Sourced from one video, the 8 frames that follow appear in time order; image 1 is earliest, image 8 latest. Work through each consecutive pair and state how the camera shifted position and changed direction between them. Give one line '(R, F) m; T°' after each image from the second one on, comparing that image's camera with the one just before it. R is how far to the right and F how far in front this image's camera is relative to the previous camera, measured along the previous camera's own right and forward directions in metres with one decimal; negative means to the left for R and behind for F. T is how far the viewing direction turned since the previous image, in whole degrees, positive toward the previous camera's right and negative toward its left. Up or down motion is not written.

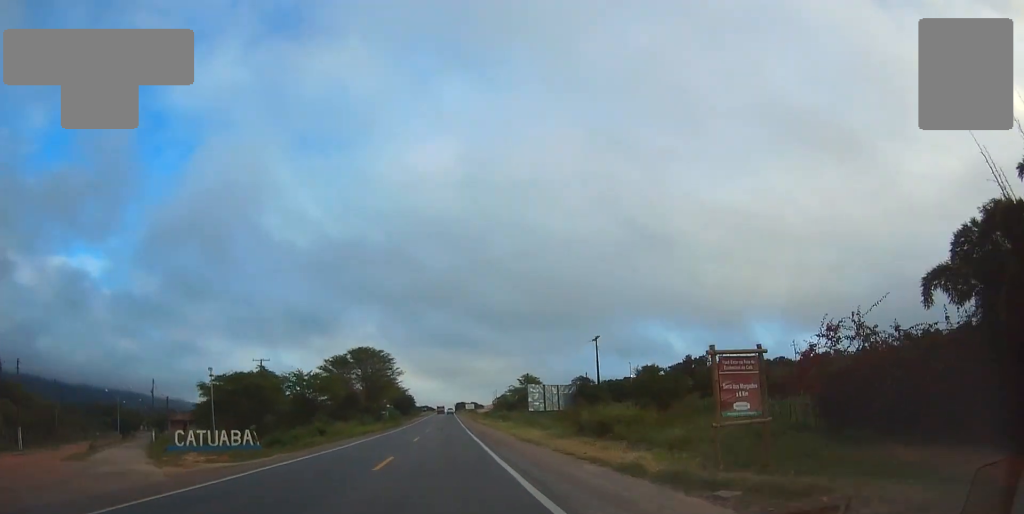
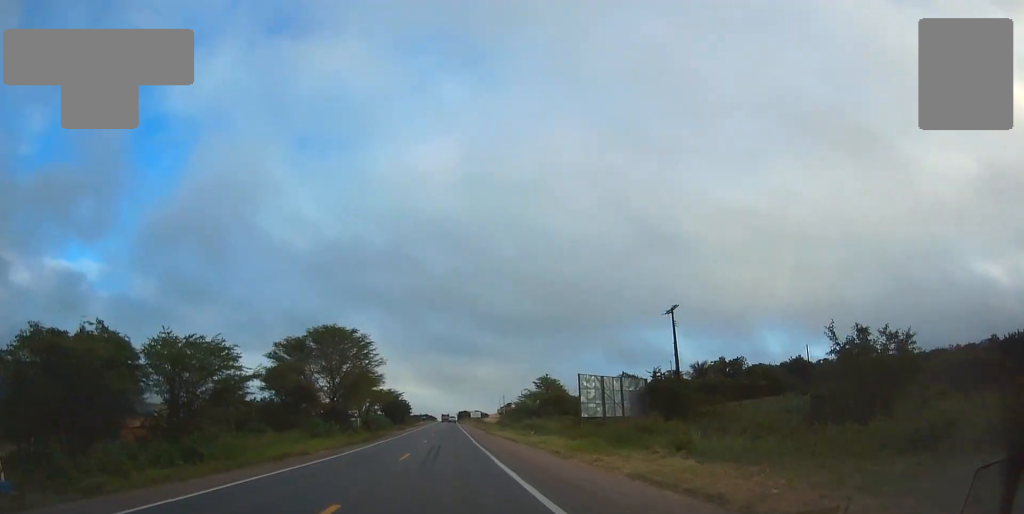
(-0.2, +25.9) m; 0°
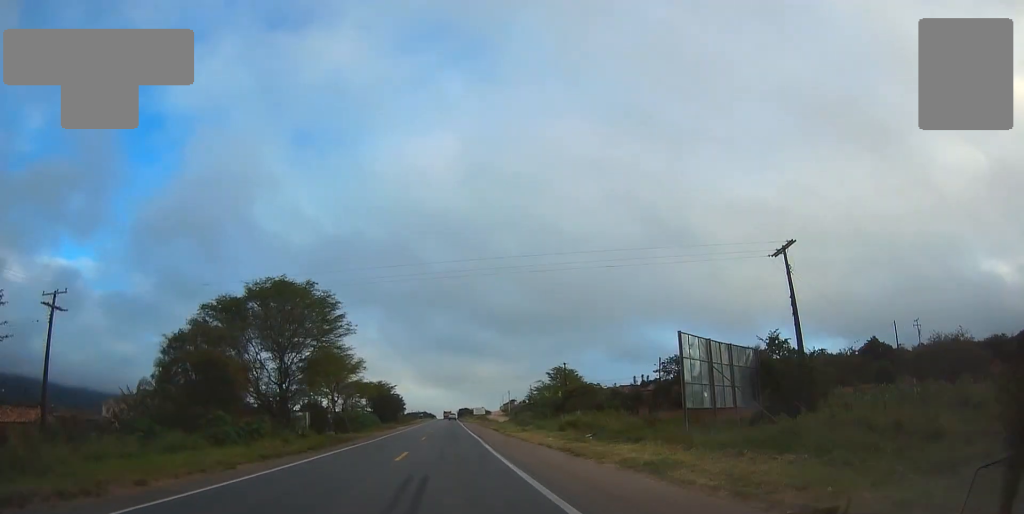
(+0.1, +18.8) m; 0°
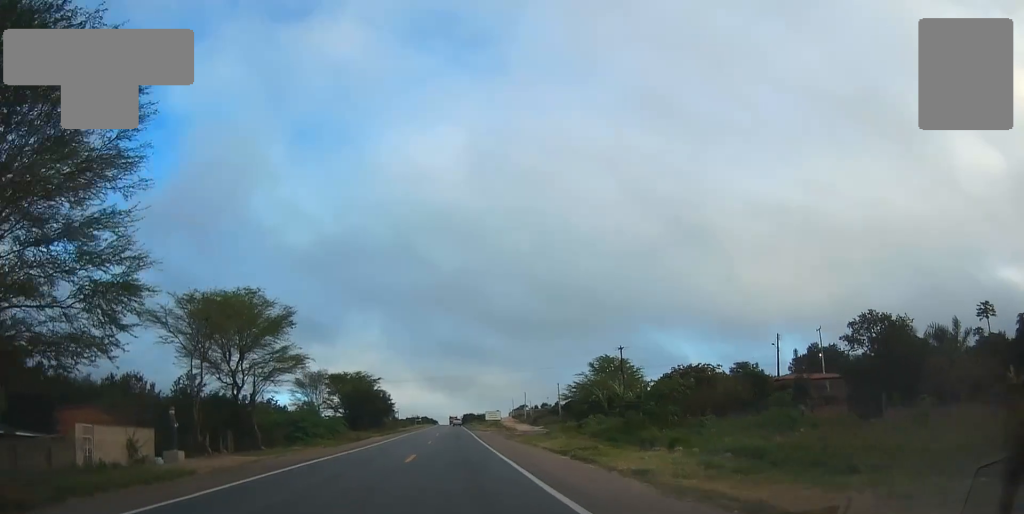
(0.0, +32.2) m; 0°
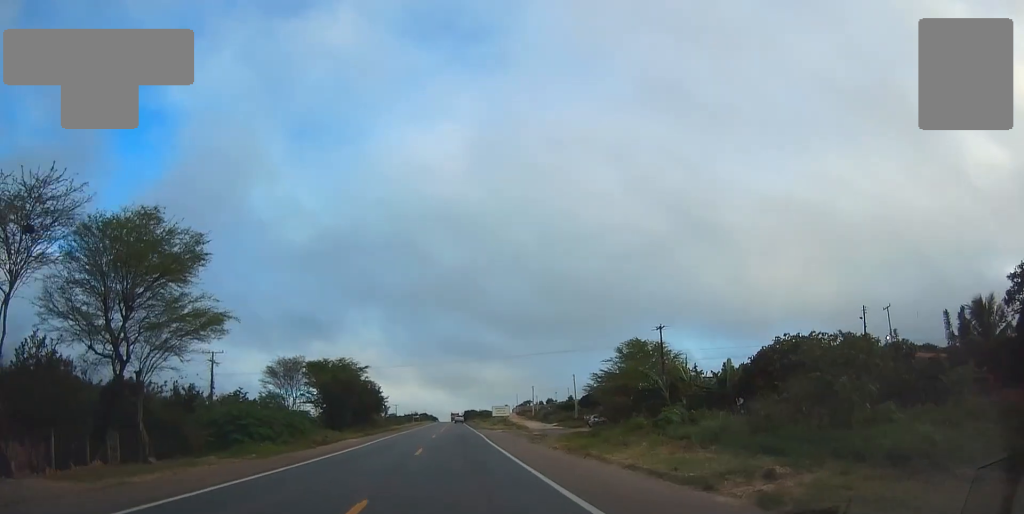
(+0.1, +13.9) m; 0°
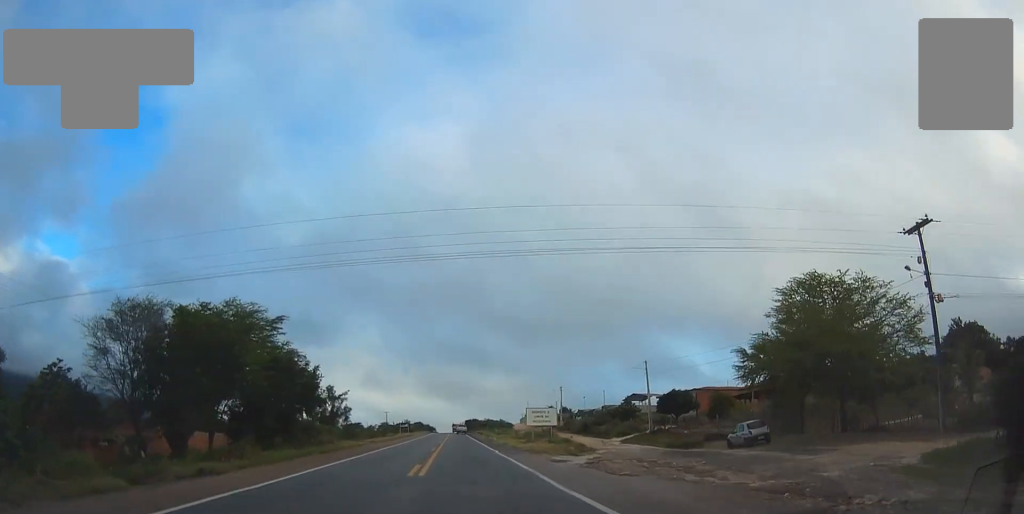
(-0.3, +37.9) m; -1°
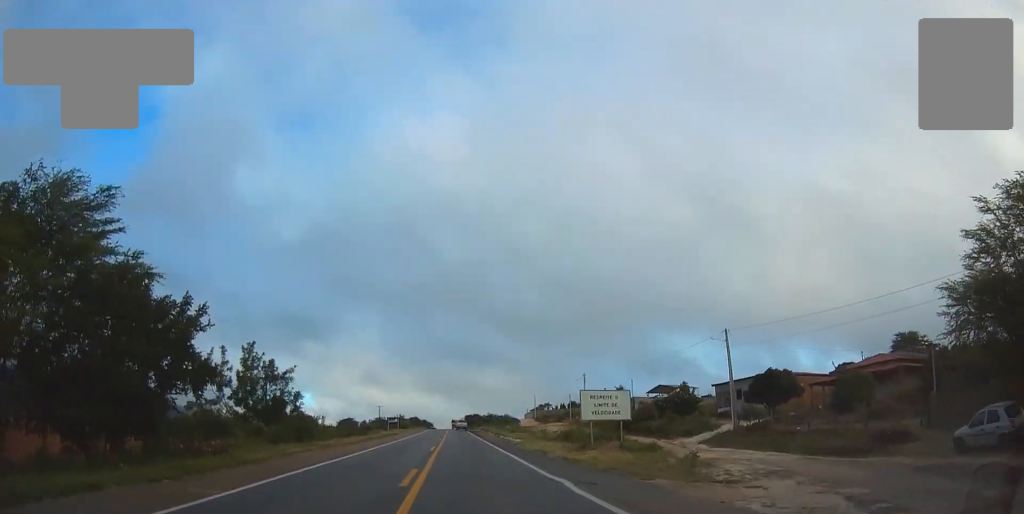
(-0.2, +19.8) m; 0°
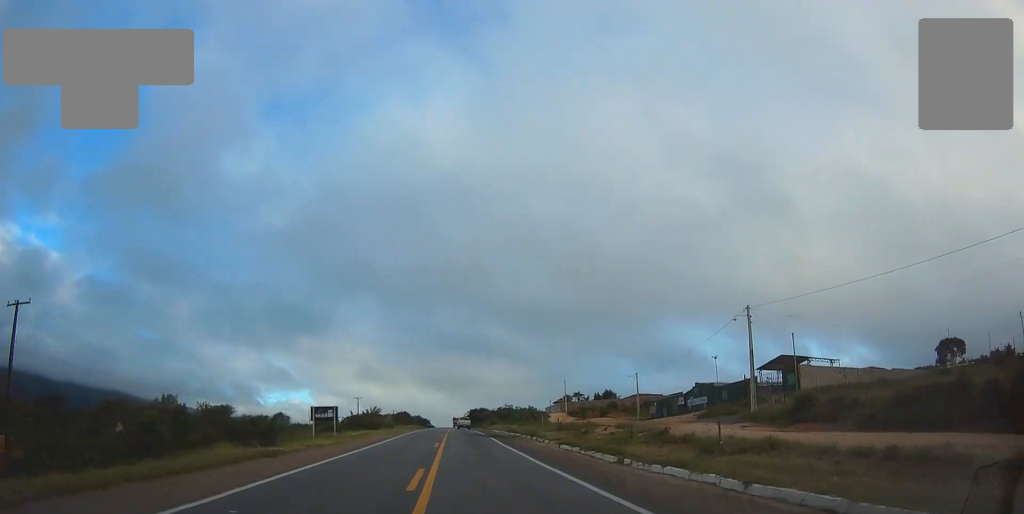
(+0.3, +51.6) m; +1°
